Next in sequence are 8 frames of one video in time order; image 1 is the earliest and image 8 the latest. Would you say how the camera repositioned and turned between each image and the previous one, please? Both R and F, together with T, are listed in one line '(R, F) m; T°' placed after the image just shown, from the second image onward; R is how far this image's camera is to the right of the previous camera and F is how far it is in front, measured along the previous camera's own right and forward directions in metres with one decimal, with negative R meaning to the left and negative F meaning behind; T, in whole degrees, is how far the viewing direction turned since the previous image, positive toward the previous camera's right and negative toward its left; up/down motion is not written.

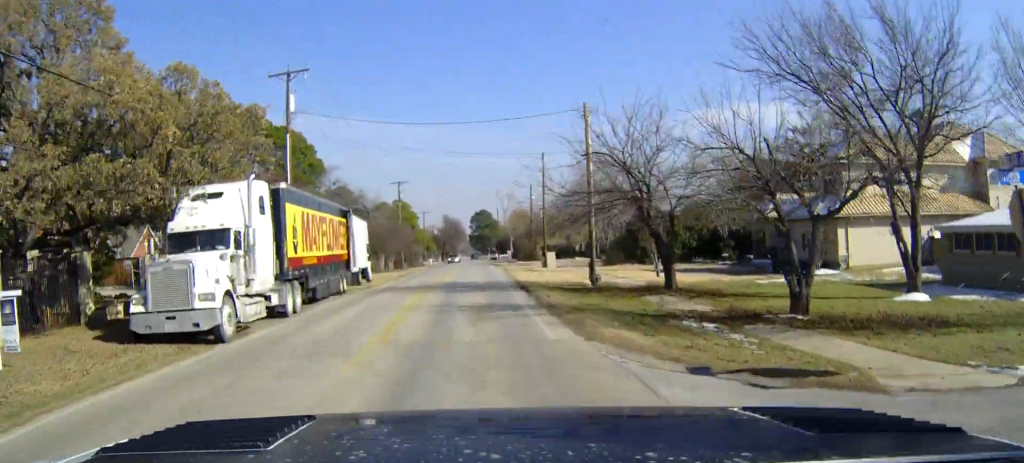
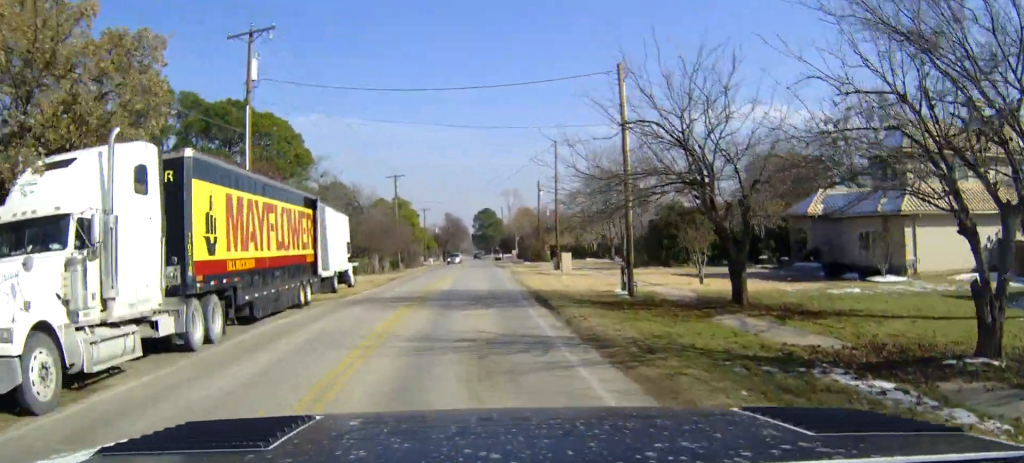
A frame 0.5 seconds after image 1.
(0.0, +6.6) m; 0°
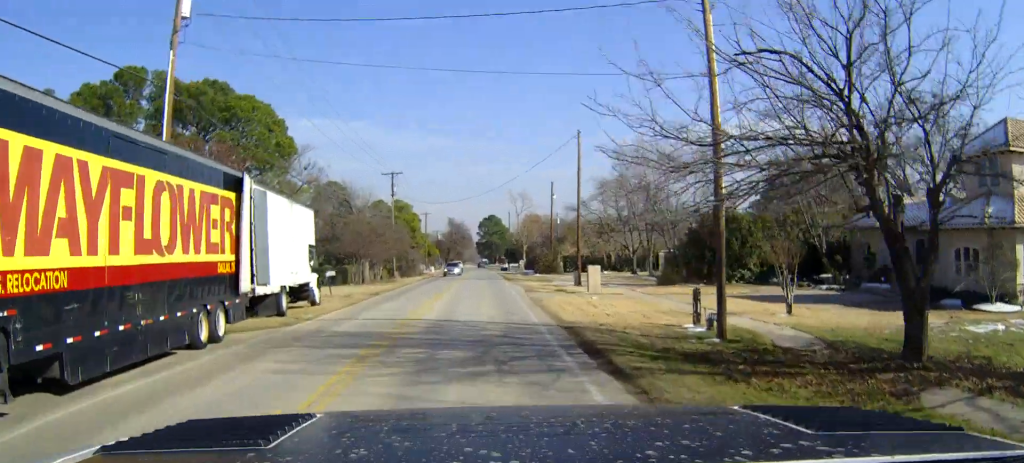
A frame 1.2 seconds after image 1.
(0.0, +8.5) m; 0°
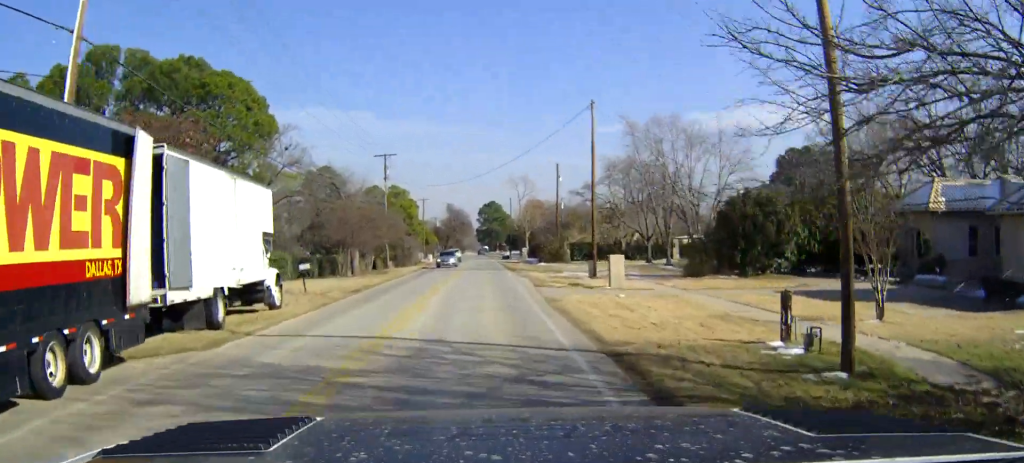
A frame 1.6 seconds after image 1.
(0.0, +5.7) m; 0°
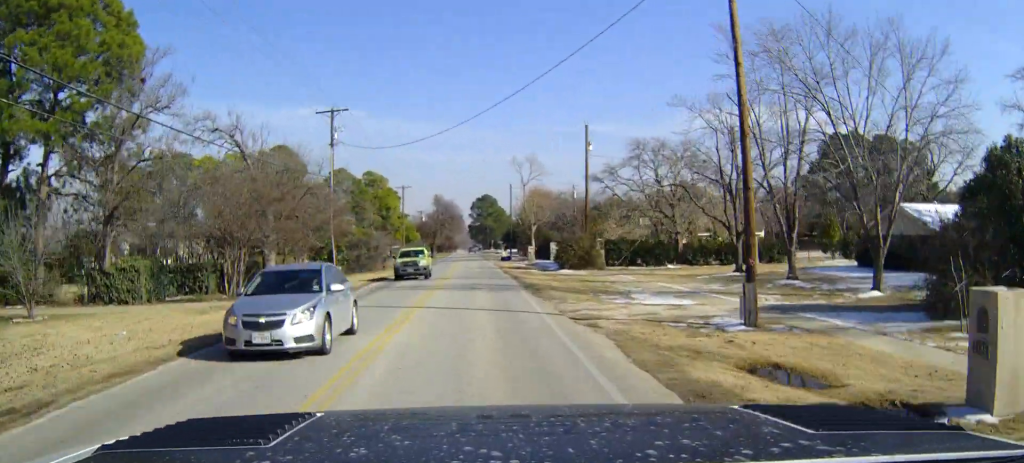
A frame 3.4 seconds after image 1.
(0.0, +24.0) m; 0°
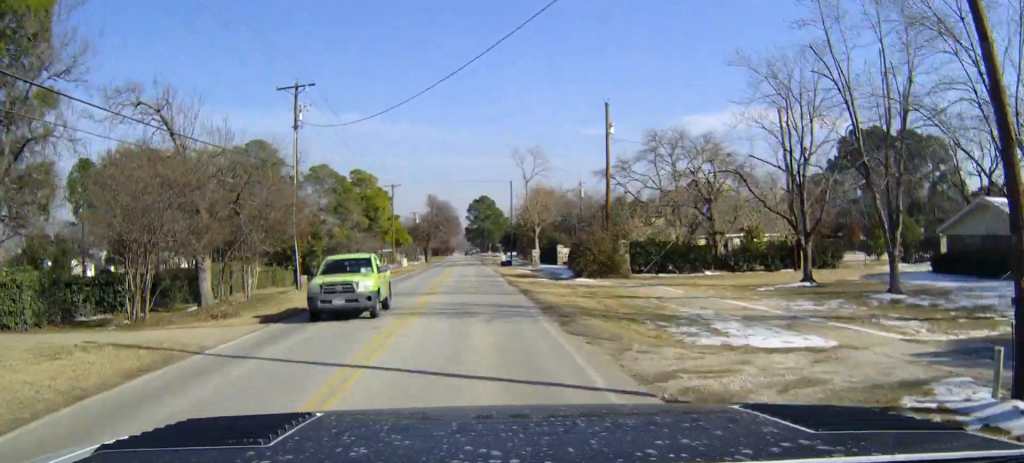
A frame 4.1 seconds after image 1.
(0.0, +9.4) m; 0°
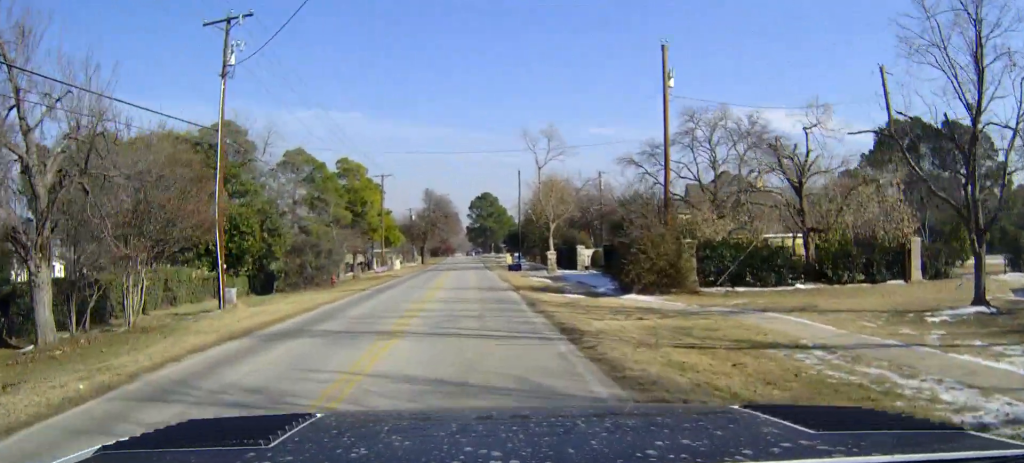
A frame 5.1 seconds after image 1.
(0.0, +12.7) m; 0°
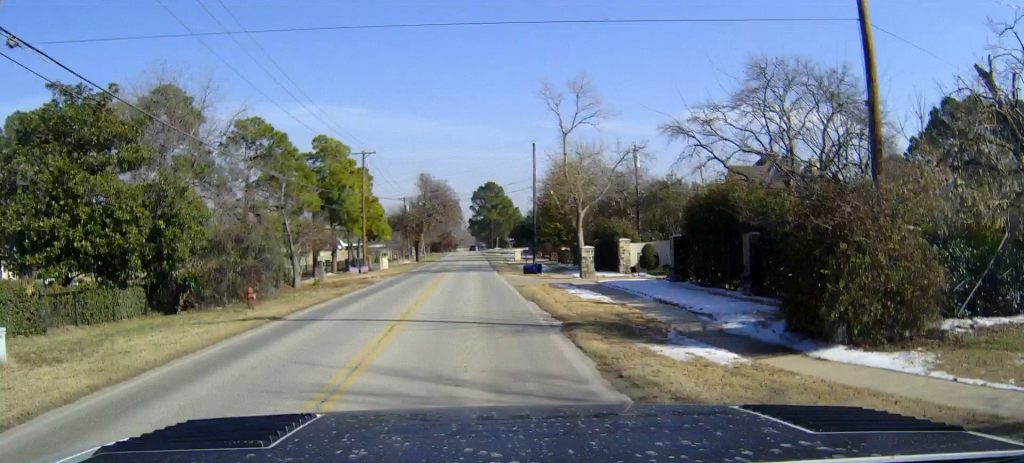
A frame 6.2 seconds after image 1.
(+0.1, +16.0) m; 0°
